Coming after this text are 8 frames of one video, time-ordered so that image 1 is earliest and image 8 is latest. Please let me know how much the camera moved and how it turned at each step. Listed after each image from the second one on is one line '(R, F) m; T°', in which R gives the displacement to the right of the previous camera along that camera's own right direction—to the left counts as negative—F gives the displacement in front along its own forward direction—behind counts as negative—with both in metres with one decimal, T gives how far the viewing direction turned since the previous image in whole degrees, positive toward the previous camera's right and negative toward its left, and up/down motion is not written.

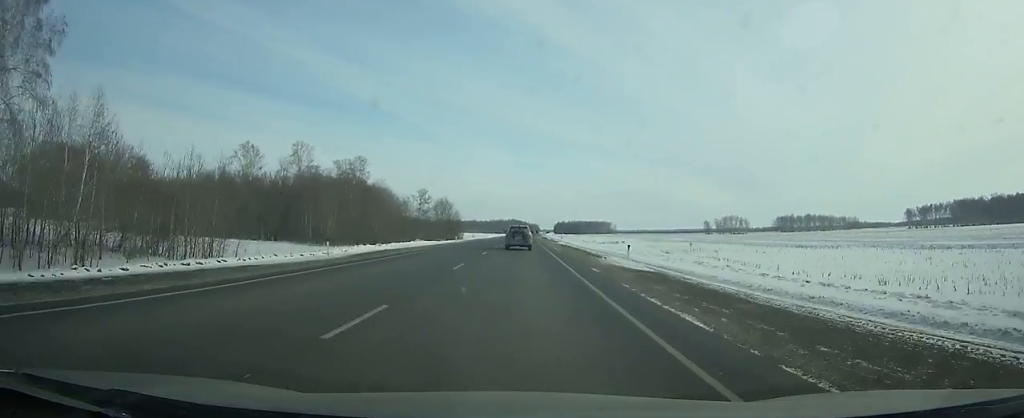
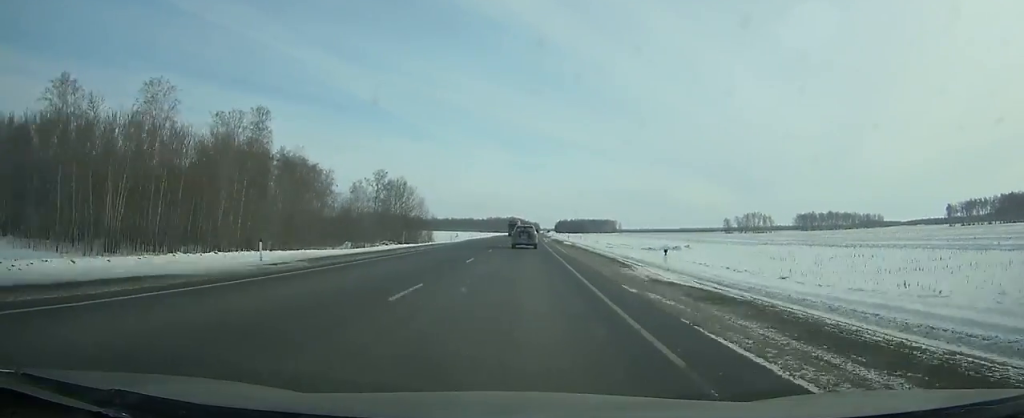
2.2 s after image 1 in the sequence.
(+0.5, +59.1) m; +1°
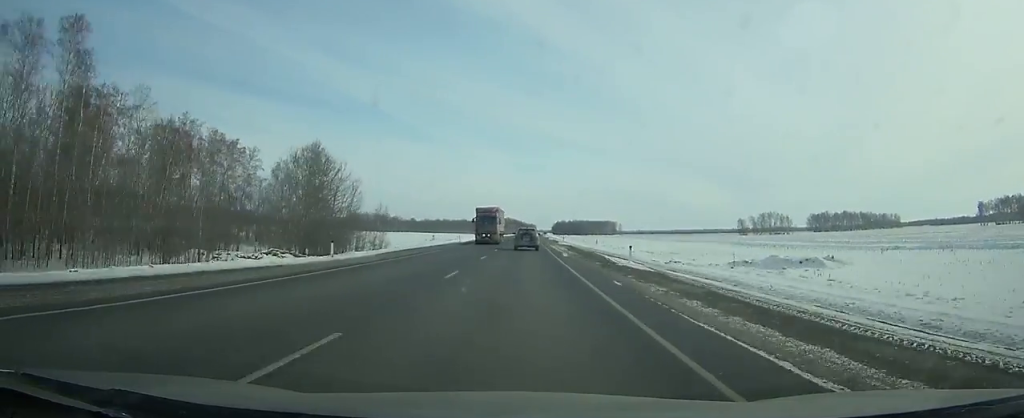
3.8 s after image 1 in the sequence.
(+0.1, +42.9) m; 0°
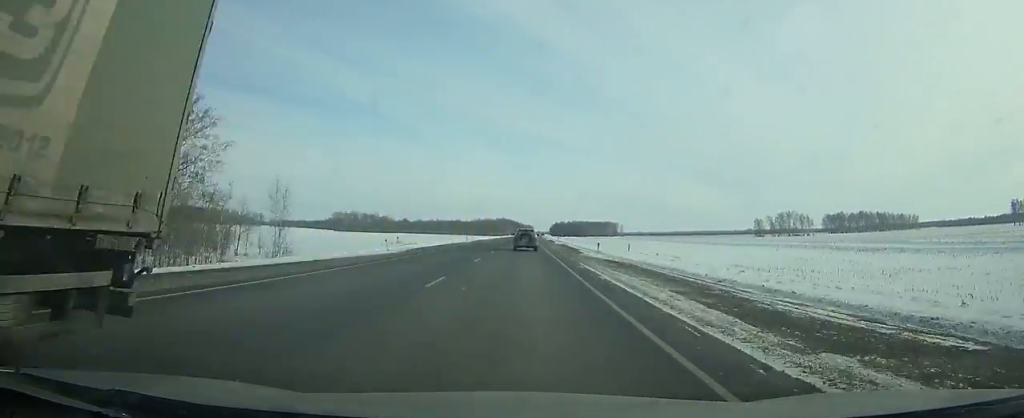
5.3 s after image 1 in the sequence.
(+0.1, +40.1) m; 0°
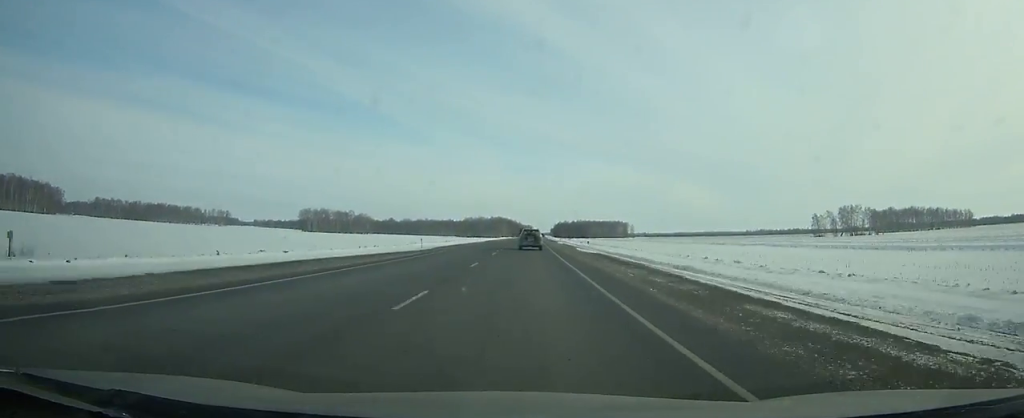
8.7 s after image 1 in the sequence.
(0.0, +87.2) m; 0°
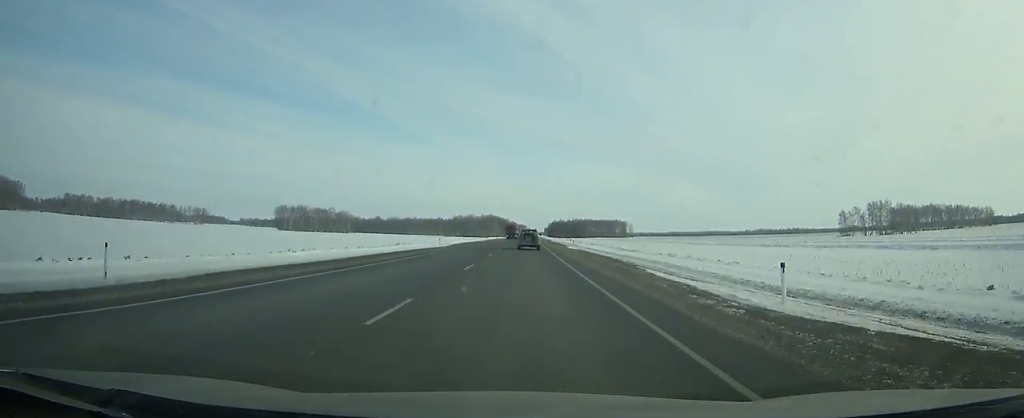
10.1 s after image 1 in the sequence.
(+0.1, +35.8) m; 0°
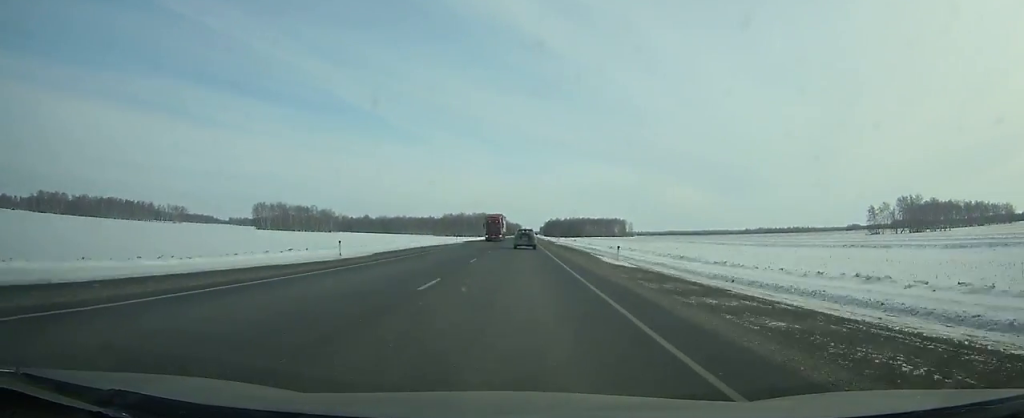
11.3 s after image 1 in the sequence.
(0.0, +30.7) m; 0°
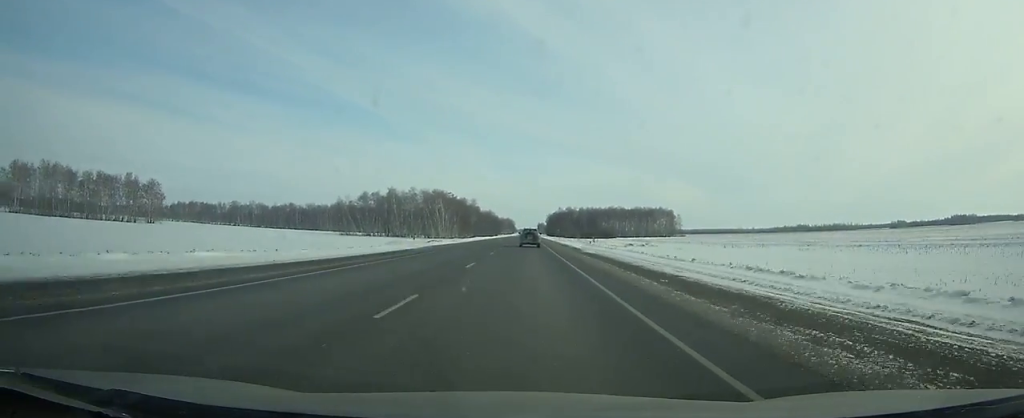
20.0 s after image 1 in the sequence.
(+2.8, +235.2) m; +1°
